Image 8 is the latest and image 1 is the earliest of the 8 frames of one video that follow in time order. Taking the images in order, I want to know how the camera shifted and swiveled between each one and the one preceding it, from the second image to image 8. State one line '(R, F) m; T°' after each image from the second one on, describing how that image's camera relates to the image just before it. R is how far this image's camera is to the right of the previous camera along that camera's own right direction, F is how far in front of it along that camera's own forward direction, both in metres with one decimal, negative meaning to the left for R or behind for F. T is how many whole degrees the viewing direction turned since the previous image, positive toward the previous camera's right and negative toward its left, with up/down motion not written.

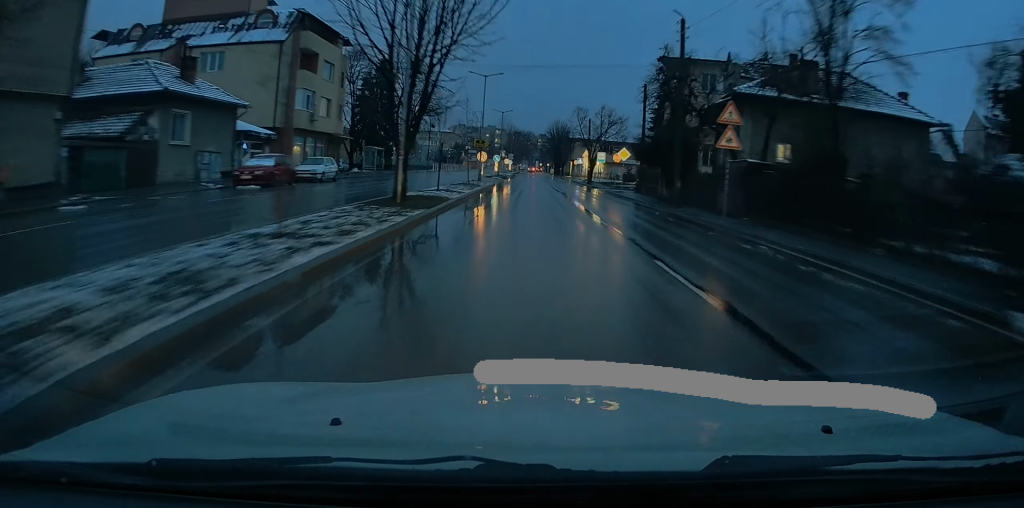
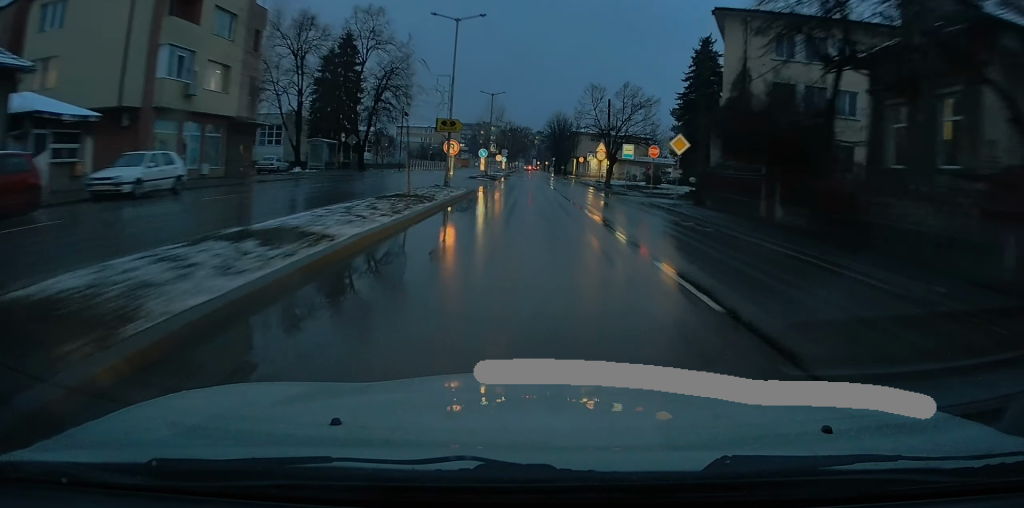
(+0.1, +18.0) m; +1°
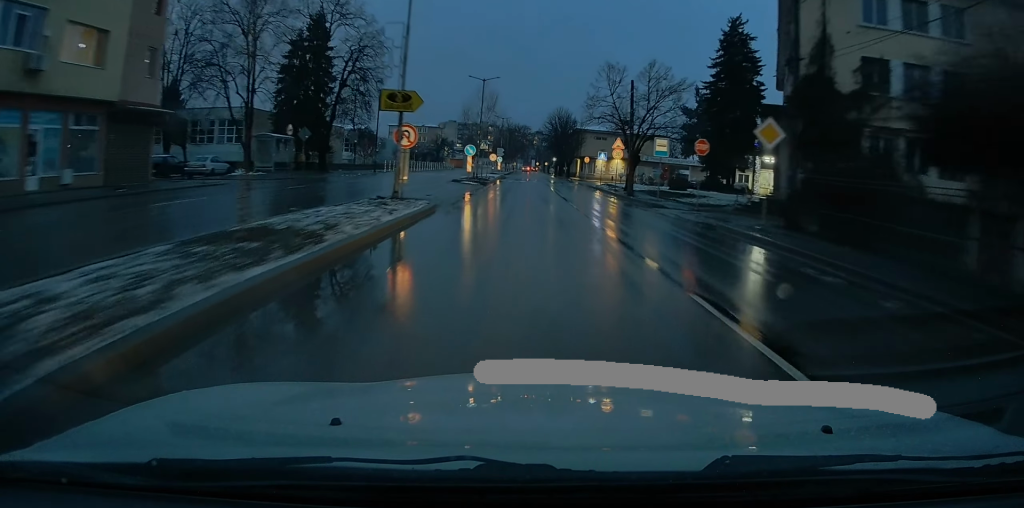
(+0.1, +11.3) m; 0°
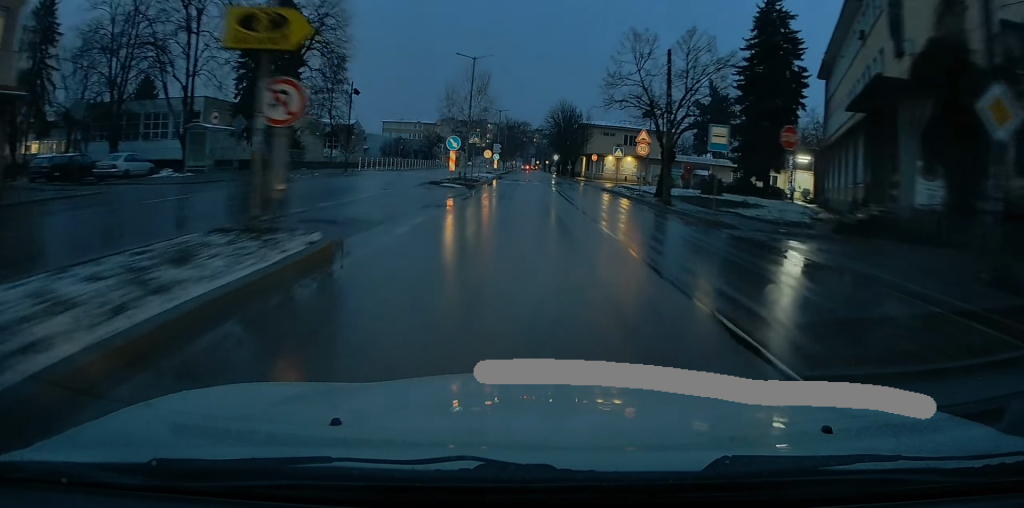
(0.0, +9.8) m; -1°
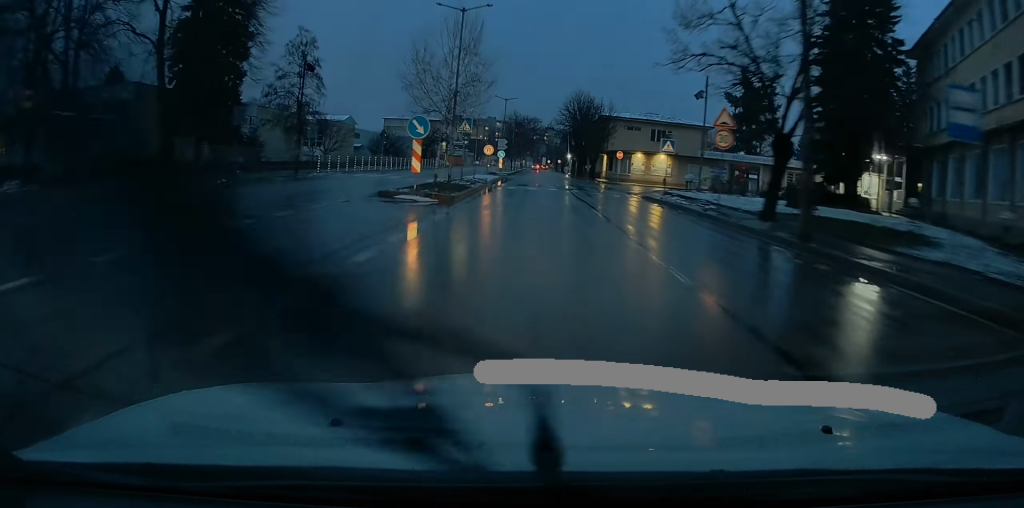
(-0.2, +13.1) m; -1°
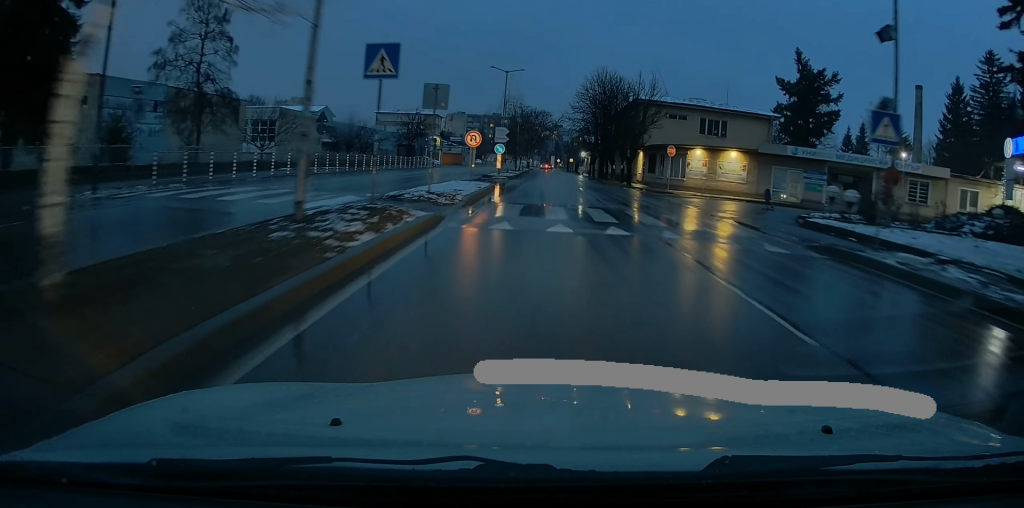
(-0.2, +19.7) m; -1°
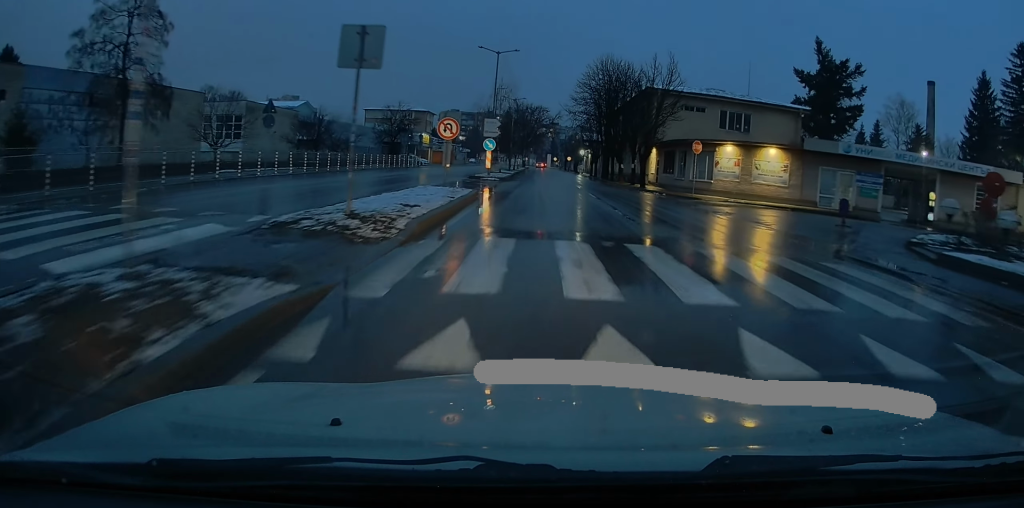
(+0.1, +7.5) m; +1°
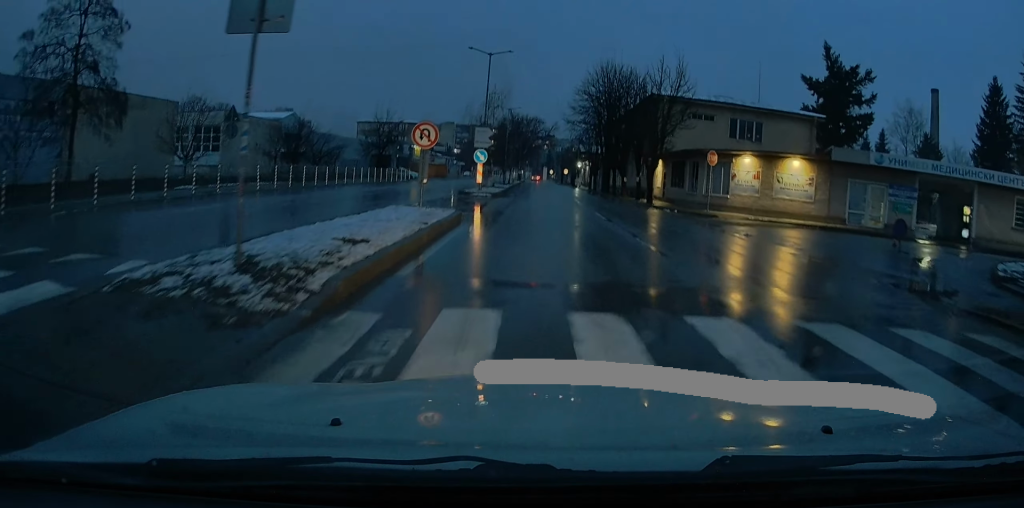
(-0.1, +3.7) m; +3°
